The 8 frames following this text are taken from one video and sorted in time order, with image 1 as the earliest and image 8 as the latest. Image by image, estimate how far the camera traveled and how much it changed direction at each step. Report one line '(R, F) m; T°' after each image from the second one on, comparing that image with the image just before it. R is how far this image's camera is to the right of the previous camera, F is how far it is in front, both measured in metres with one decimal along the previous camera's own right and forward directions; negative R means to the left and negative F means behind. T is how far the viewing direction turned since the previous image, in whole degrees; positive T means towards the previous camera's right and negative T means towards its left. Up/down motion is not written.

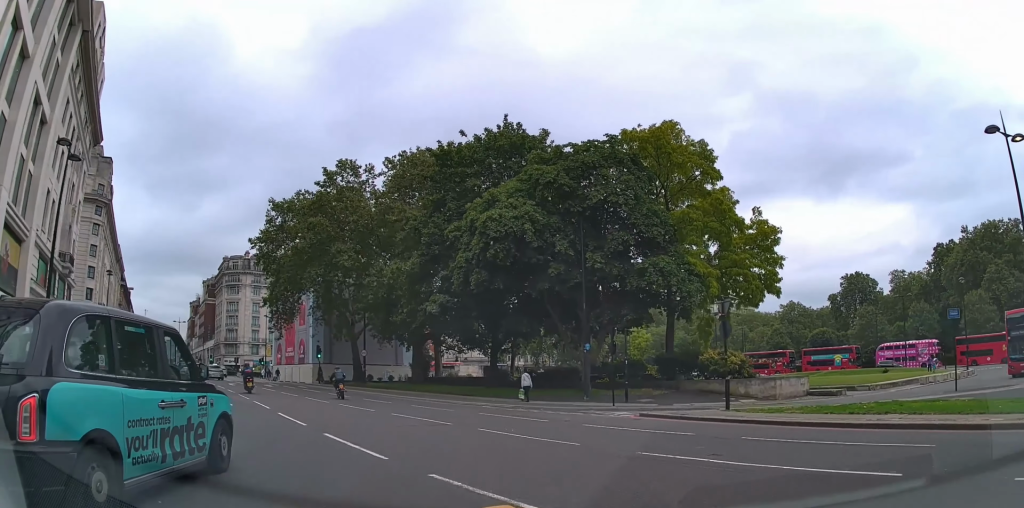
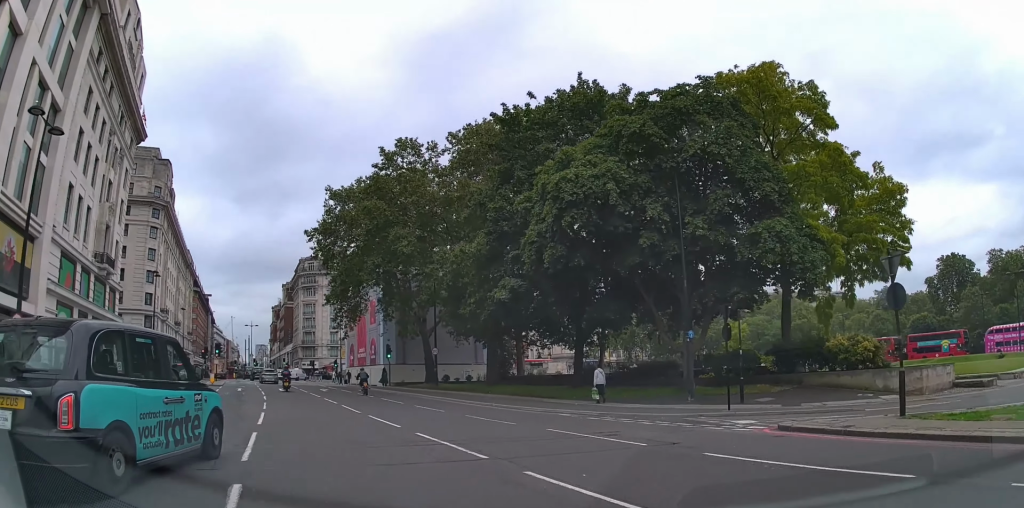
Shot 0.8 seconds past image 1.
(0.0, +7.9) m; 0°
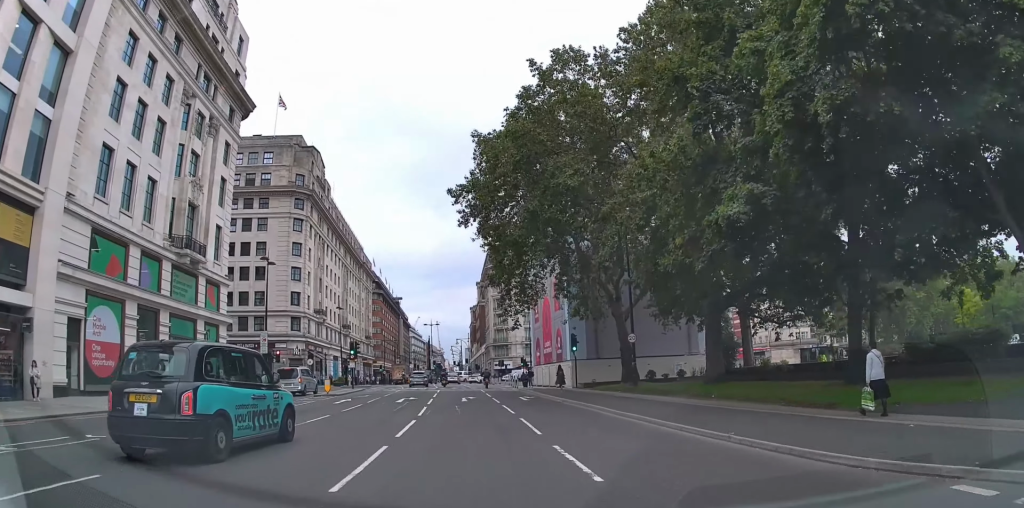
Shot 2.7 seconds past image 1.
(-1.0, +18.3) m; -5°
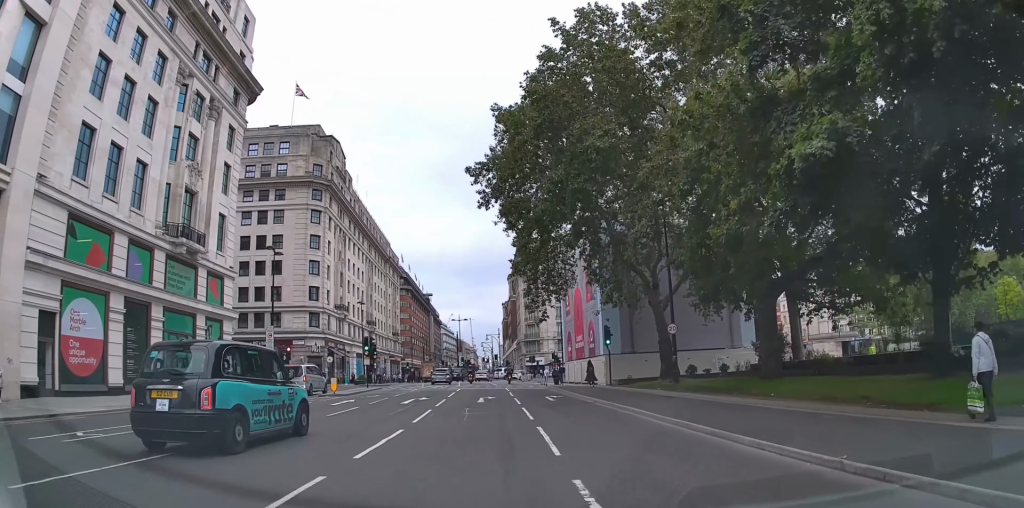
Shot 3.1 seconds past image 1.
(-0.1, +4.5) m; -2°
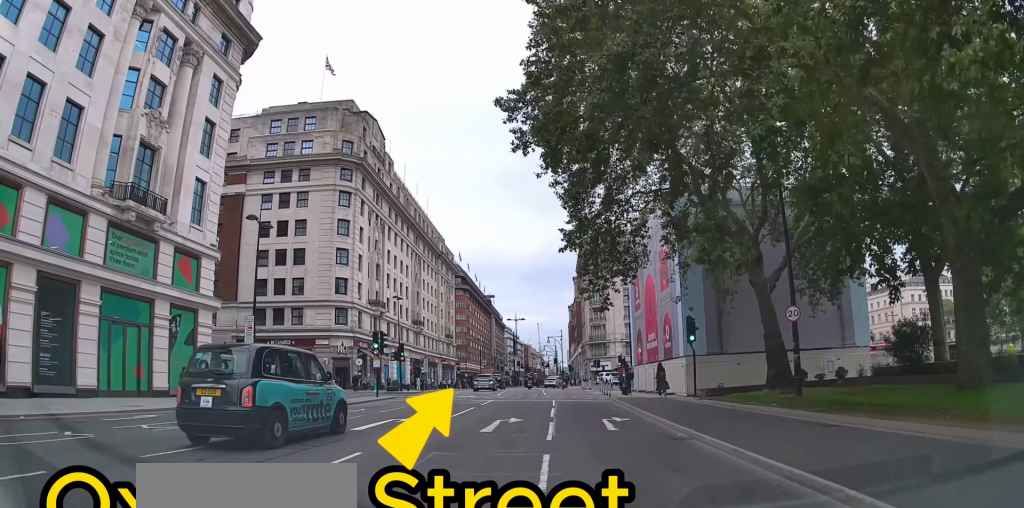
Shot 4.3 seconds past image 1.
(-0.4, +10.8) m; -14°
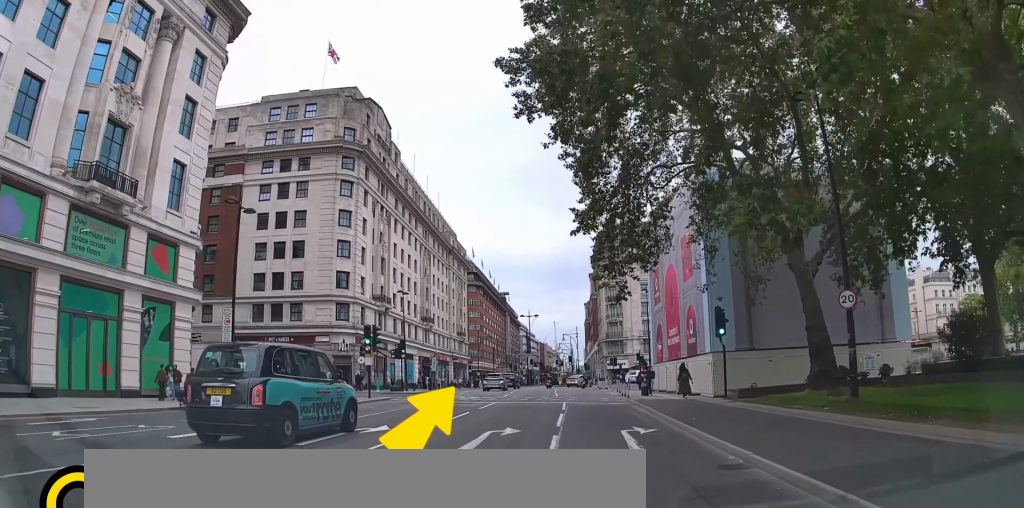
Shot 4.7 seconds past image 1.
(-0.6, +3.5) m; -6°
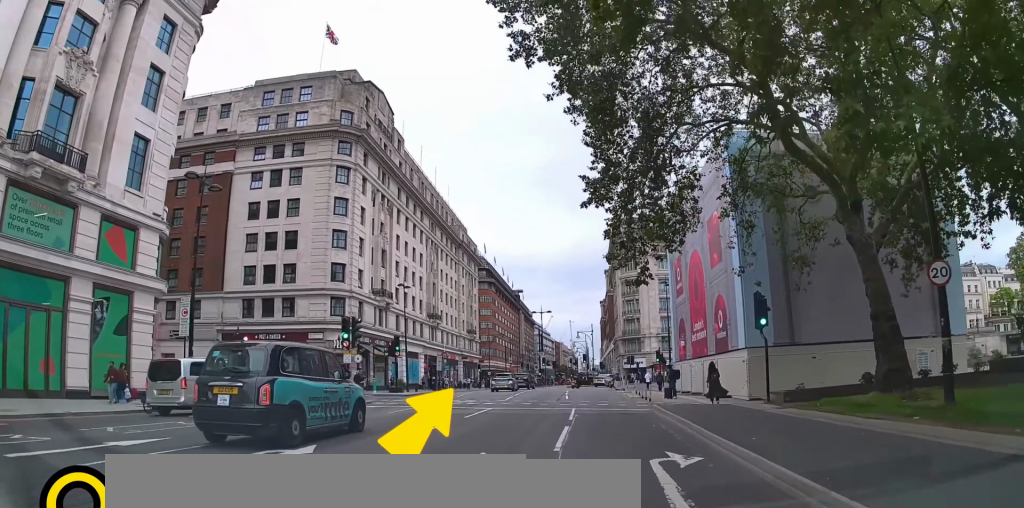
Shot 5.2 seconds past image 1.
(-0.3, +4.4) m; -4°
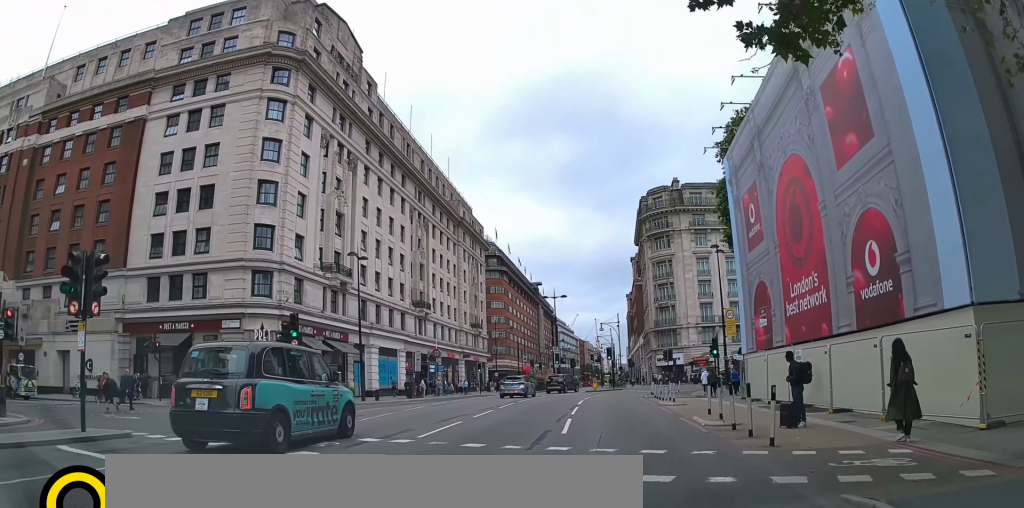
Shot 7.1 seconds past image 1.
(+0.1, +16.1) m; 0°
